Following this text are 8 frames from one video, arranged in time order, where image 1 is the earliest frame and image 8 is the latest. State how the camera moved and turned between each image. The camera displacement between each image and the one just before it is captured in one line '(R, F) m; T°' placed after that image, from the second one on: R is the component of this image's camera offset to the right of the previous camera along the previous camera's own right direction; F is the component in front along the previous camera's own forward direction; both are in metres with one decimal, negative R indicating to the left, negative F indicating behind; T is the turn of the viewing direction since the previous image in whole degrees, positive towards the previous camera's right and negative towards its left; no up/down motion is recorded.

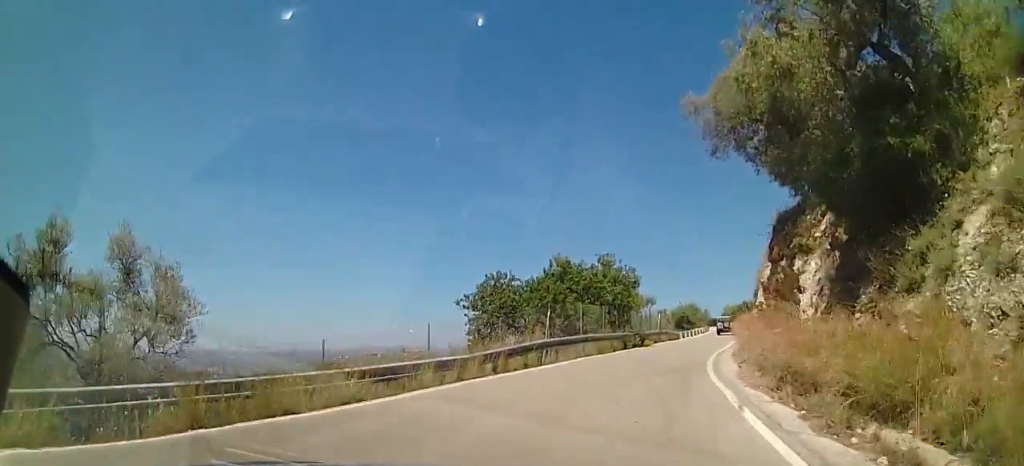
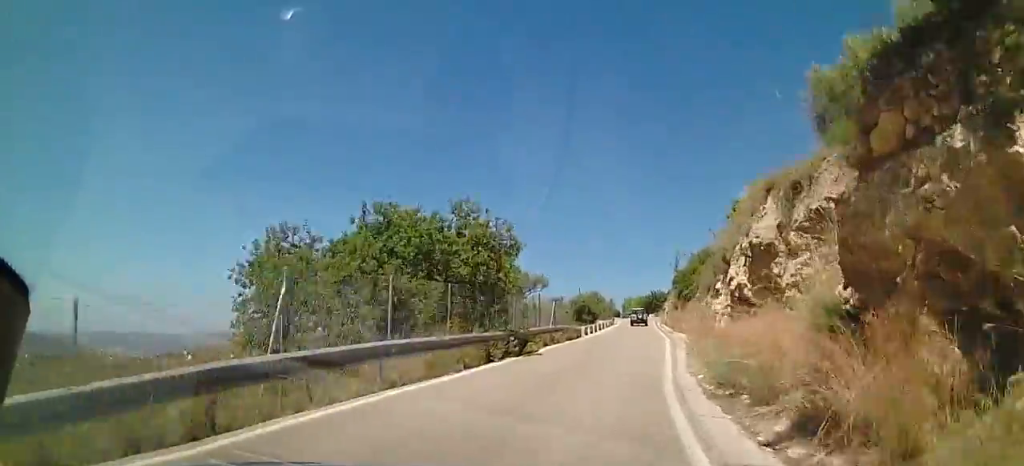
(-0.2, +10.7) m; +3°
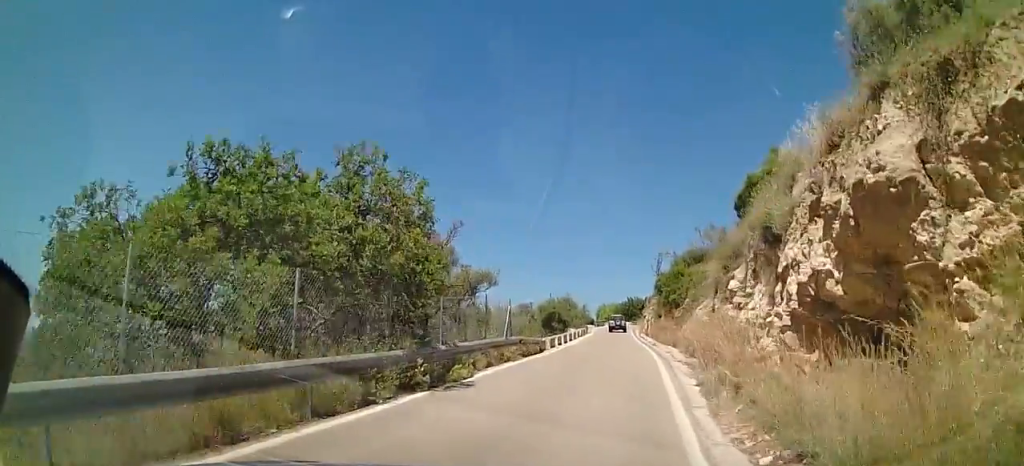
(+0.2, +5.7) m; +4°
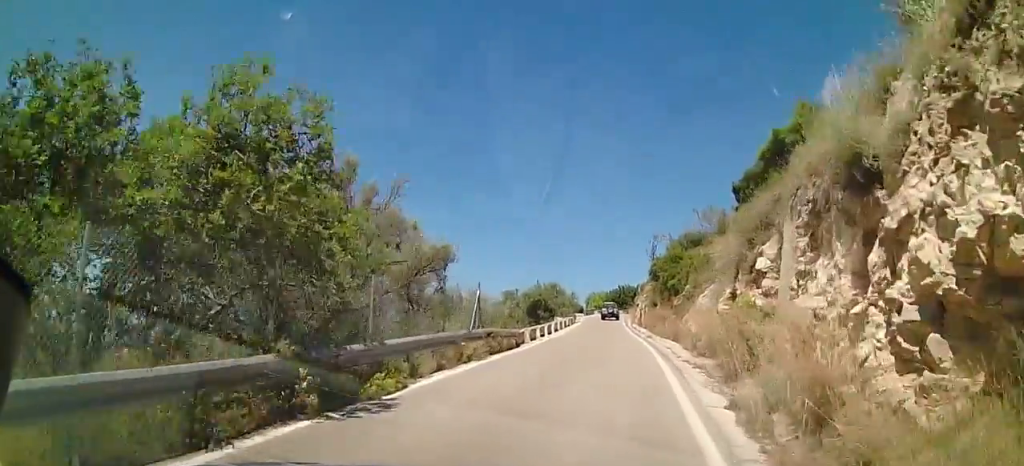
(+0.3, +3.4) m; 0°
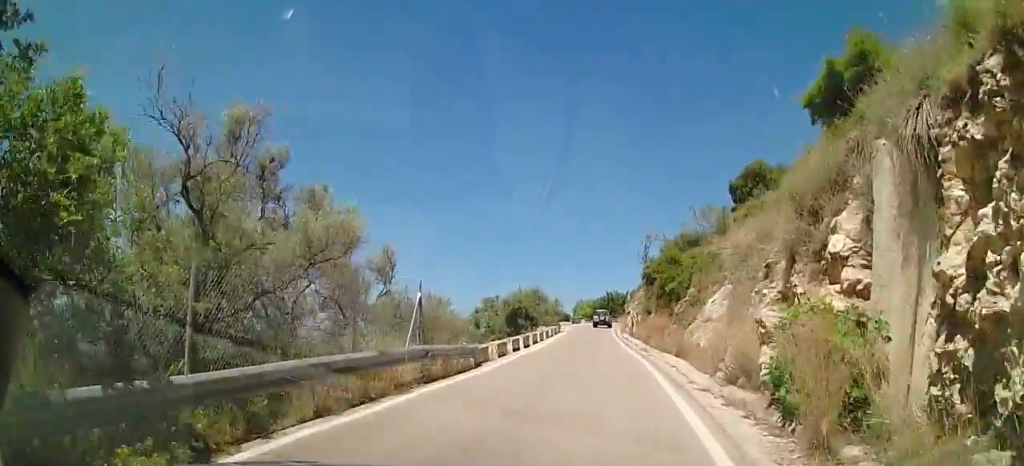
(+0.1, +4.3) m; 0°
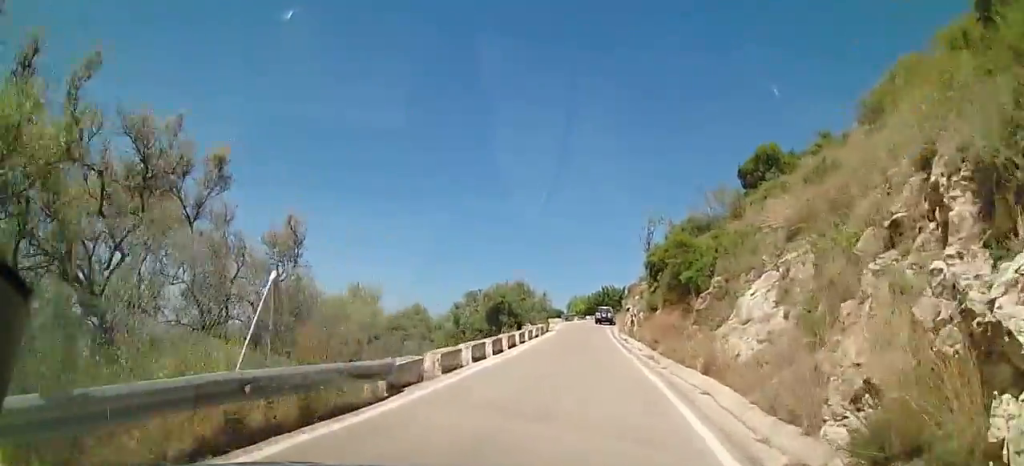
(-0.4, +6.0) m; +1°
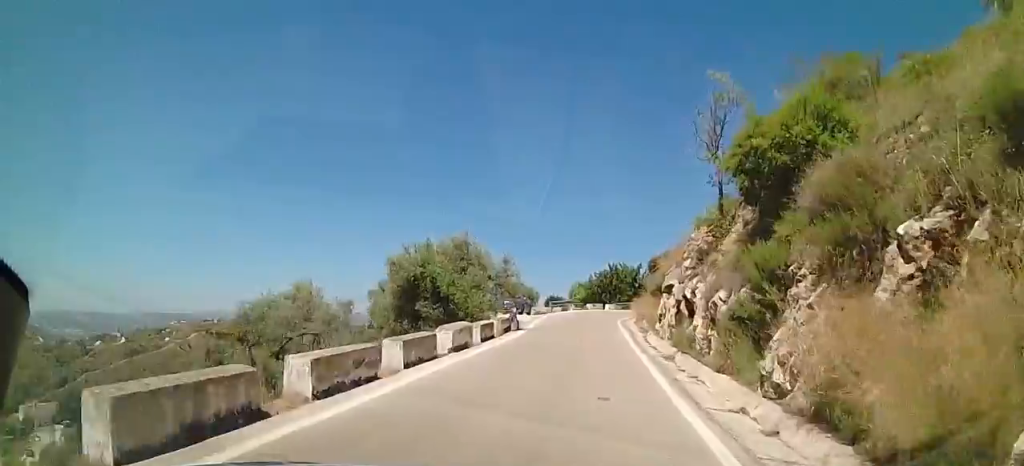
(+0.4, +18.6) m; 0°
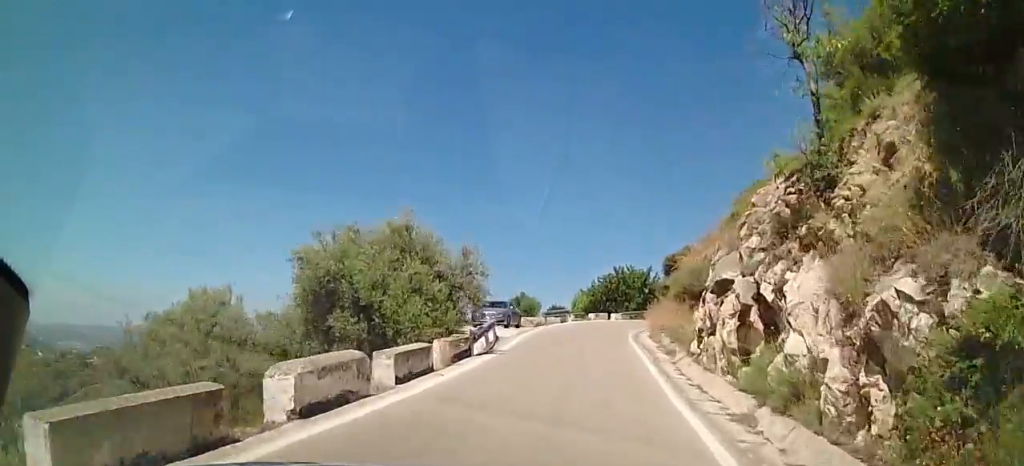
(+0.1, +6.7) m; -1°
